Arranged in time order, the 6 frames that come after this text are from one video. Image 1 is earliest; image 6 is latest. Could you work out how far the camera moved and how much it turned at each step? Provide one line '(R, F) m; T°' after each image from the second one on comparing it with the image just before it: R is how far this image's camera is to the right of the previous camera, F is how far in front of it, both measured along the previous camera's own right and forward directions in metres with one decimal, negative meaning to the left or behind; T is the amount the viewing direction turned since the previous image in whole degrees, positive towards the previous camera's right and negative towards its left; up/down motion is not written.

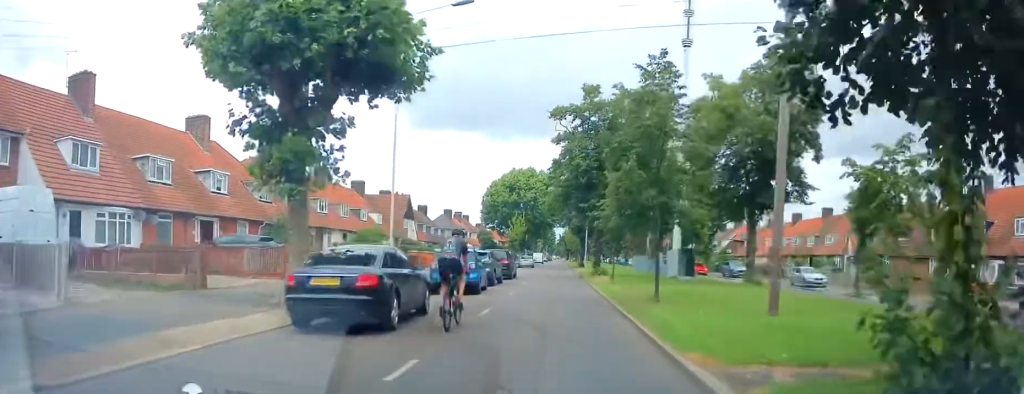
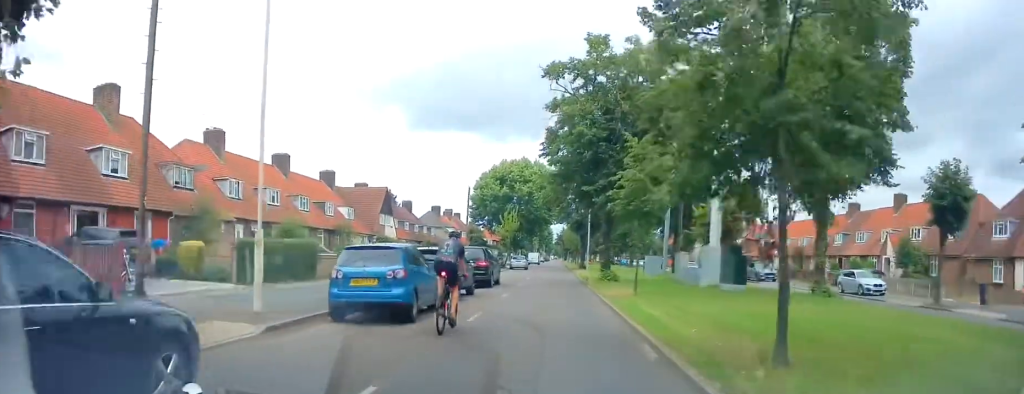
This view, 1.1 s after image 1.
(+0.2, +8.7) m; -1°
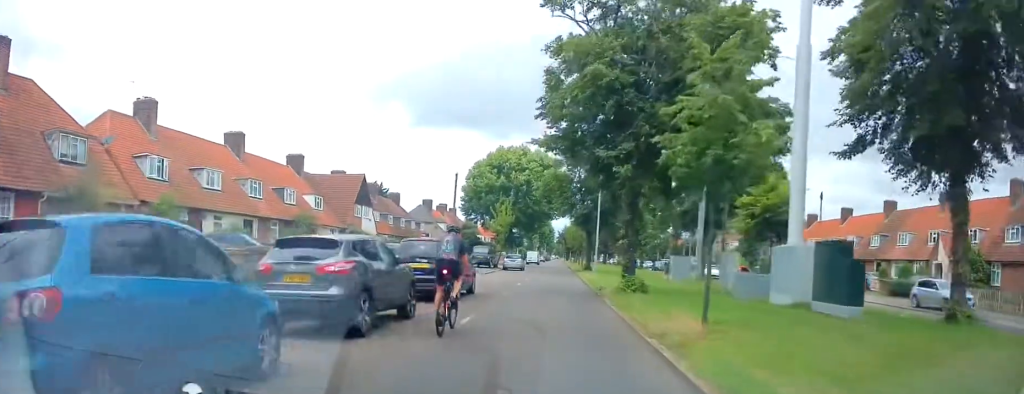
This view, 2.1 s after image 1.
(-0.2, +8.4) m; -1°
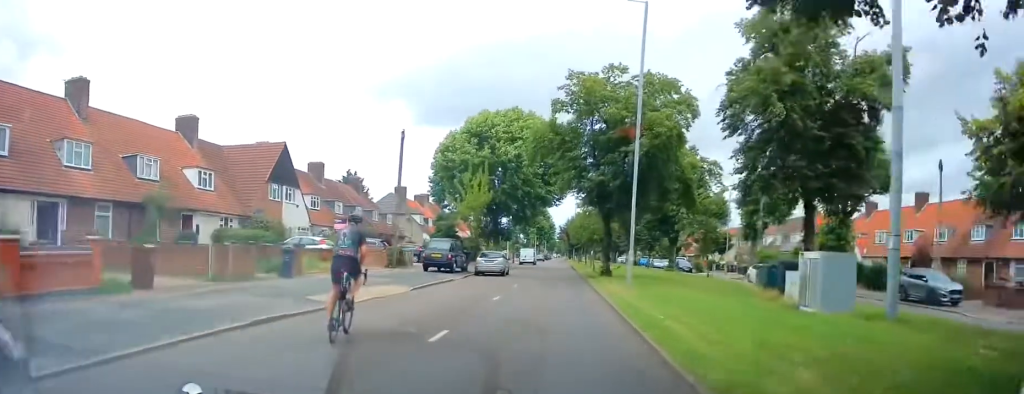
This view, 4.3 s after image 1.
(+0.5, +17.0) m; 0°
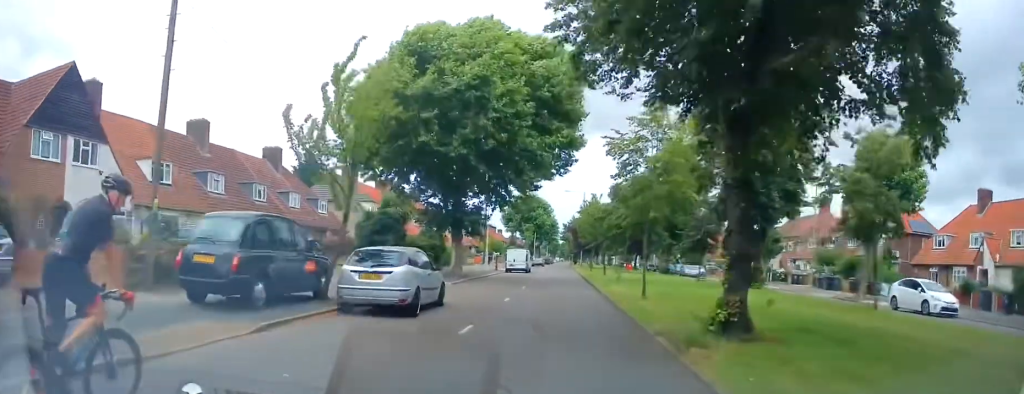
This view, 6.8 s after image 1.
(-0.1, +21.2) m; 0°
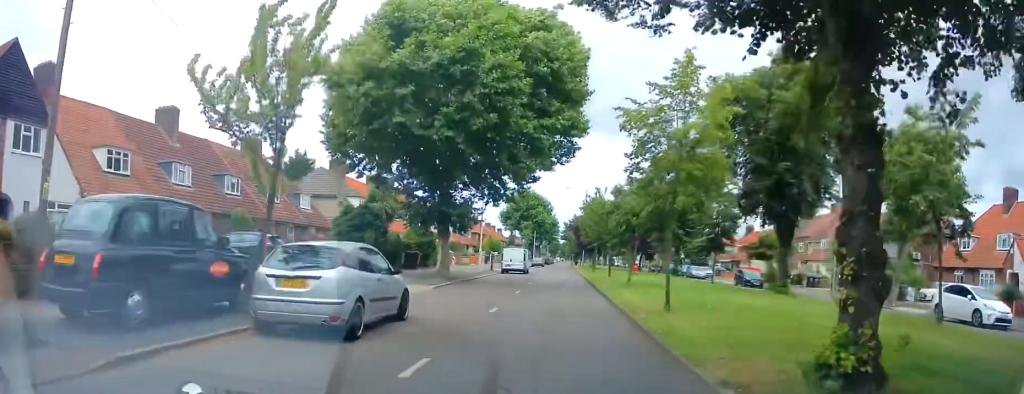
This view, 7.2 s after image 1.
(-0.1, +3.7) m; 0°
